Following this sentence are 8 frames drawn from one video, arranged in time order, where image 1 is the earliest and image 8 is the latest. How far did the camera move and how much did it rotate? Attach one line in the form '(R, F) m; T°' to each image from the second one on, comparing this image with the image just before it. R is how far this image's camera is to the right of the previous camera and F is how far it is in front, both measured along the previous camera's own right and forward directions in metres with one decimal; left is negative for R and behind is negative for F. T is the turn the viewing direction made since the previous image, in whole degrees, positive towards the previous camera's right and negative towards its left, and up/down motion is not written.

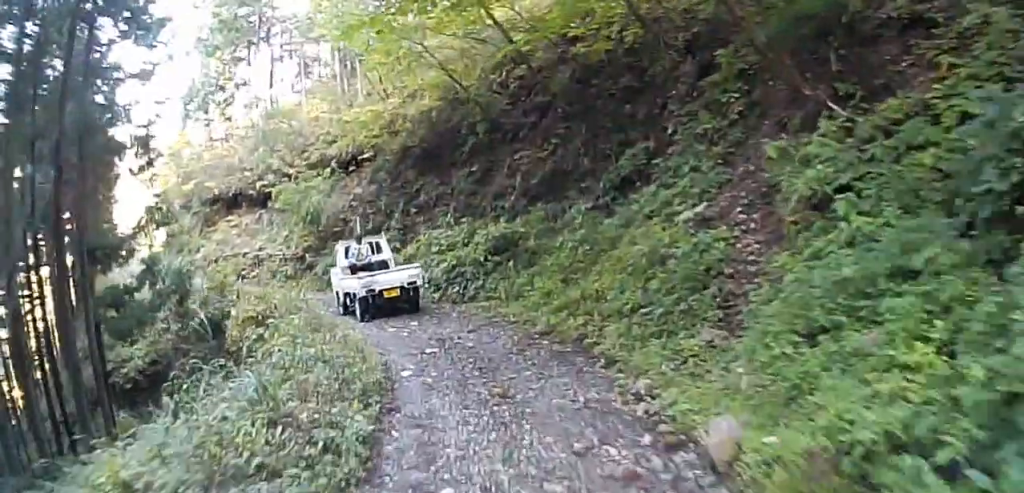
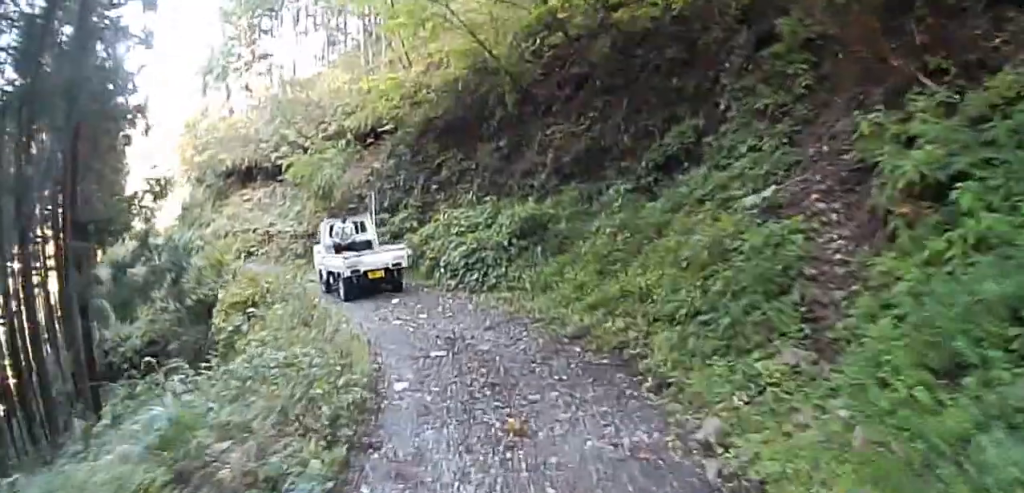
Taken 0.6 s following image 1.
(-0.1, +4.5) m; -1°
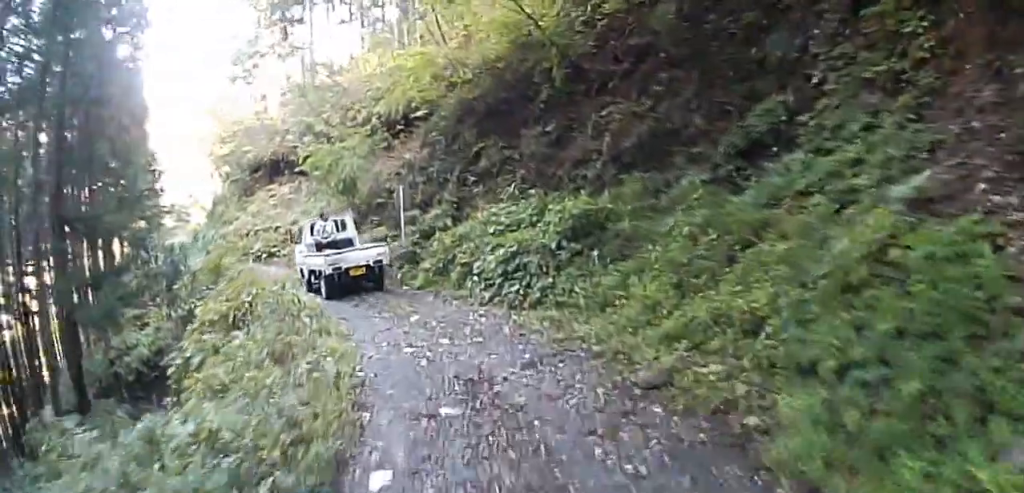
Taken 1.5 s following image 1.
(0.0, +7.3) m; 0°
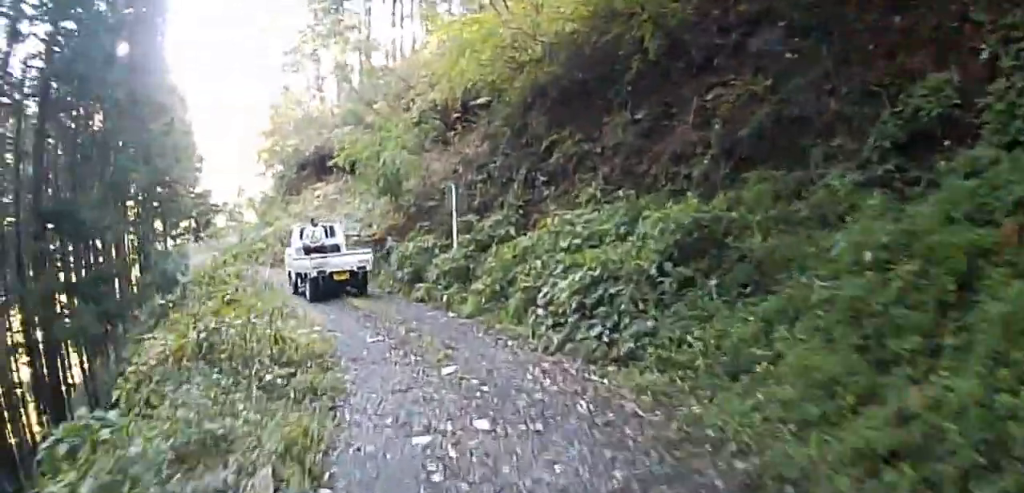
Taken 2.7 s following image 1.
(0.0, +10.6) m; 0°
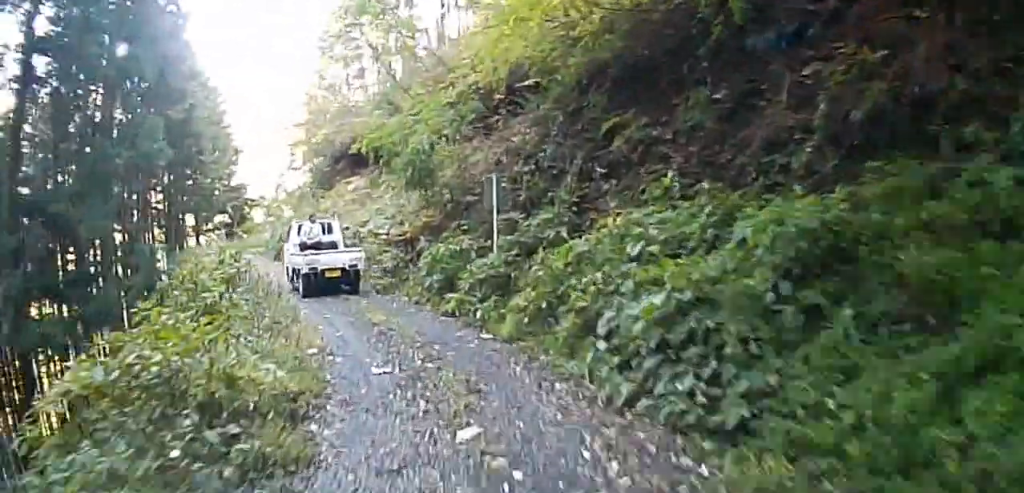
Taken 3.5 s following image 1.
(0.0, +7.4) m; 0°
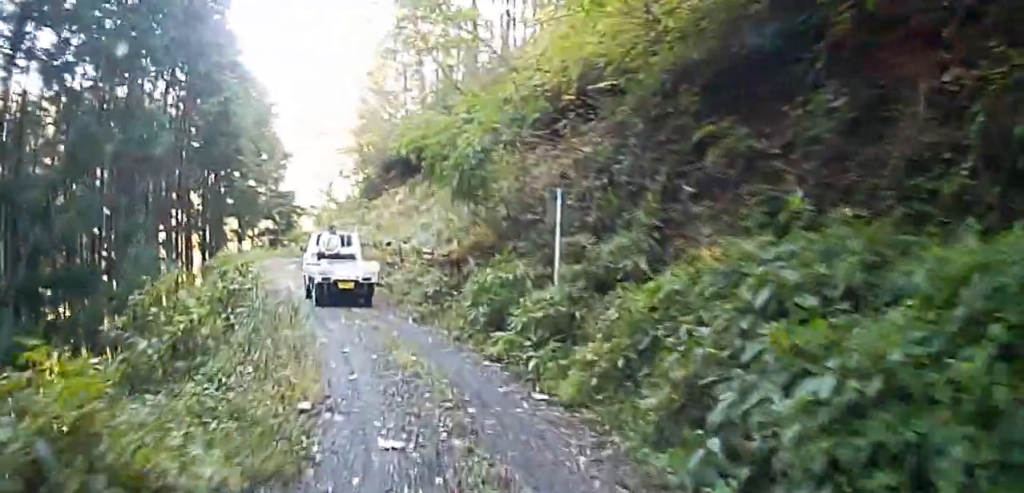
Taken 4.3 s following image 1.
(0.0, +6.8) m; 0°
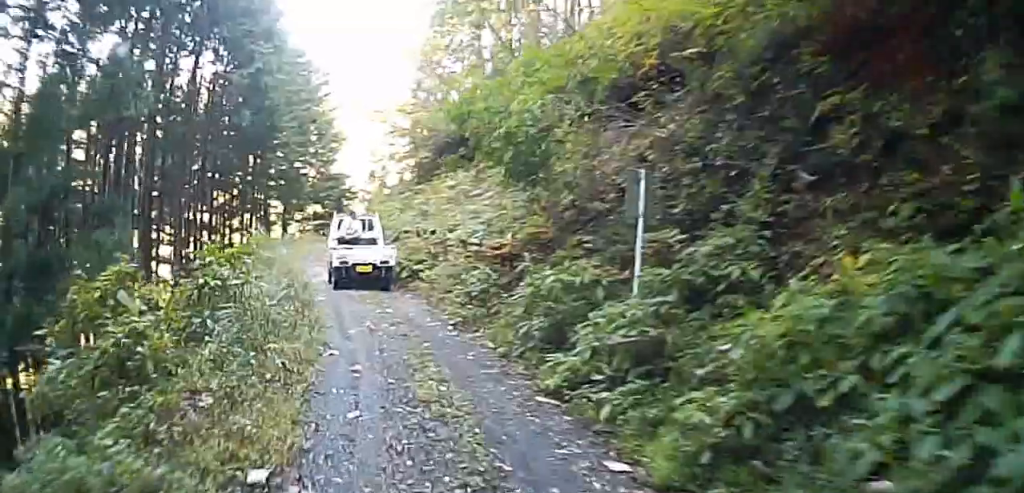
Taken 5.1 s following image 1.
(0.0, +7.2) m; 0°
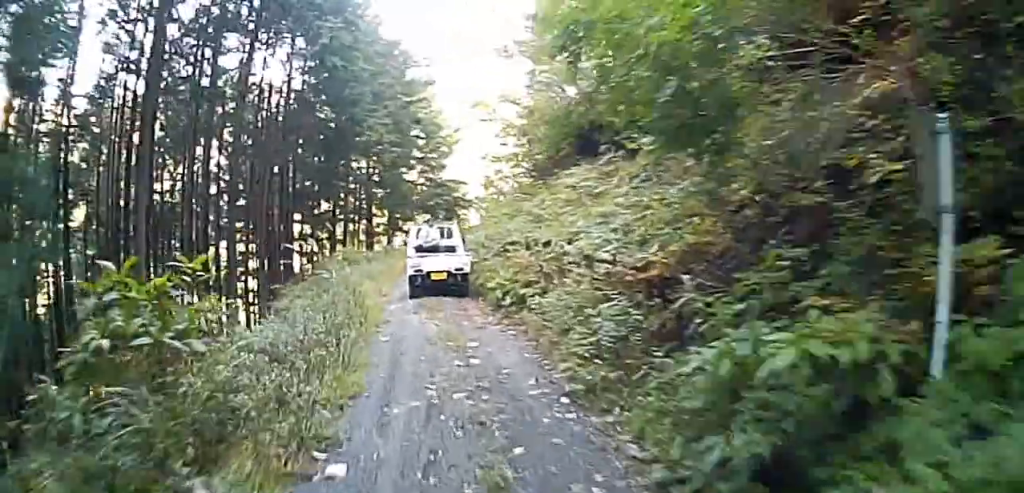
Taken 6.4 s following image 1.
(0.0, +11.1) m; 0°
